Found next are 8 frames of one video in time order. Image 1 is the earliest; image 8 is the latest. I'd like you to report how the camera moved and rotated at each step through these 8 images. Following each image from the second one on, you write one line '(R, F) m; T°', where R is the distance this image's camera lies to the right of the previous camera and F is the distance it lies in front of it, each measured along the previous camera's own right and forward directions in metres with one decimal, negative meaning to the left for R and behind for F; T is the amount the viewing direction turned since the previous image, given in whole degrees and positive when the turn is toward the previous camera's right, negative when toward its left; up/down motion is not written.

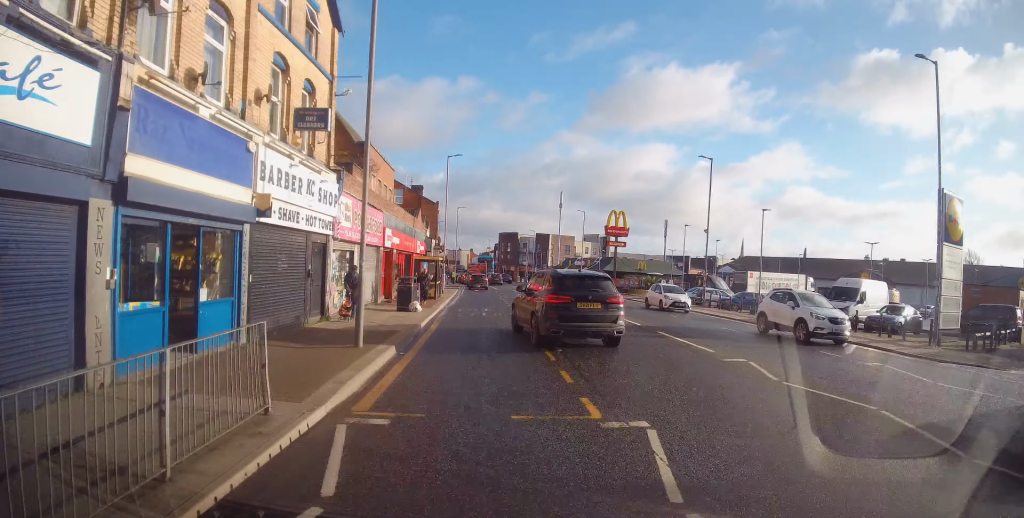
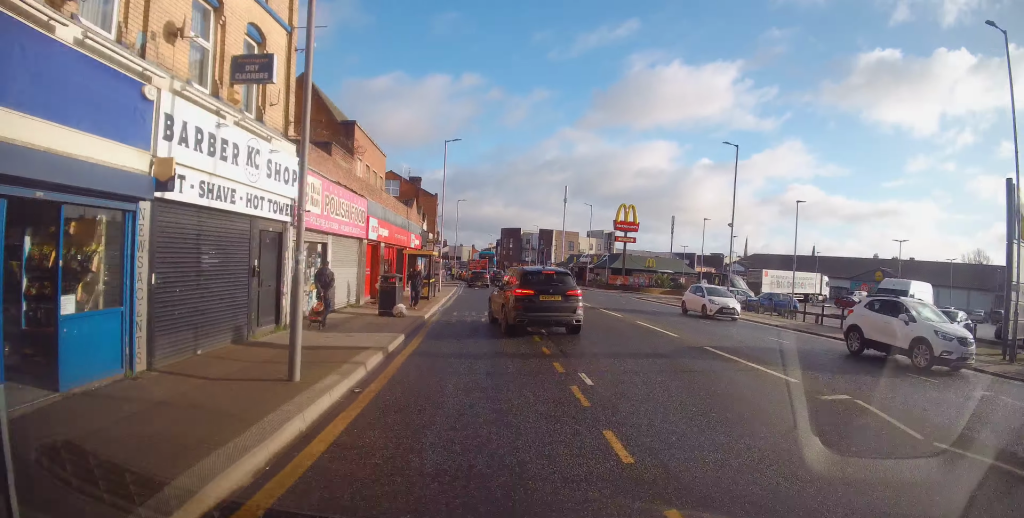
(0.0, +3.4) m; -3°
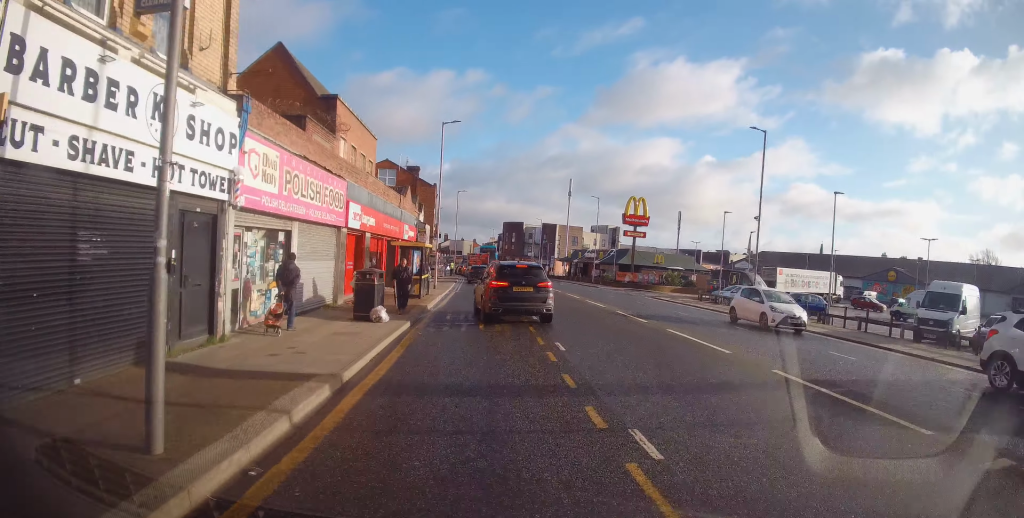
(-0.1, +3.2) m; -1°
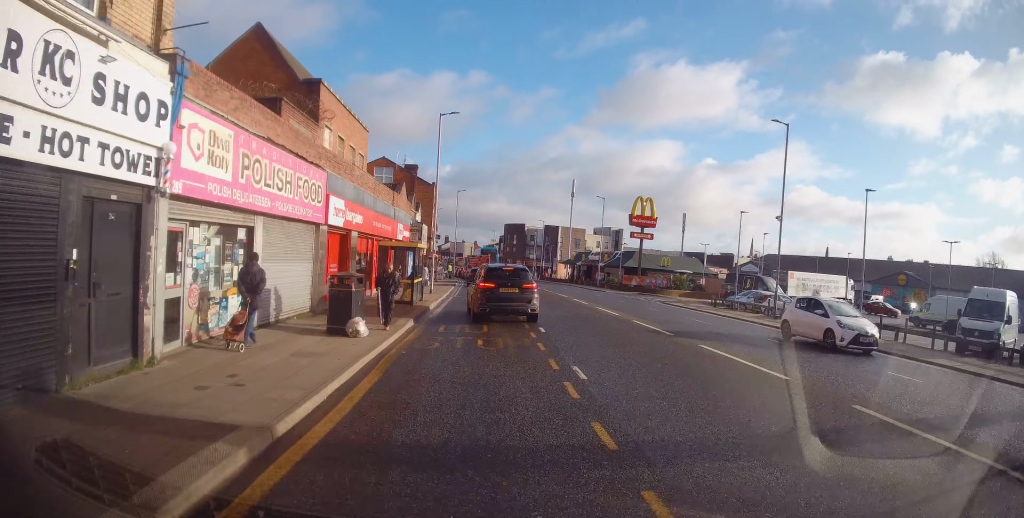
(-0.2, +2.5) m; 0°
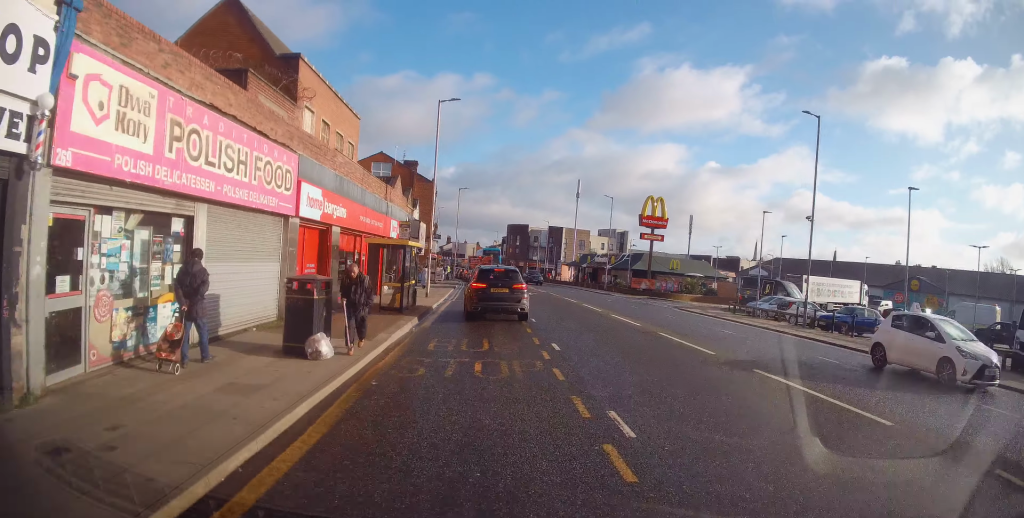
(-0.1, +2.8) m; 0°
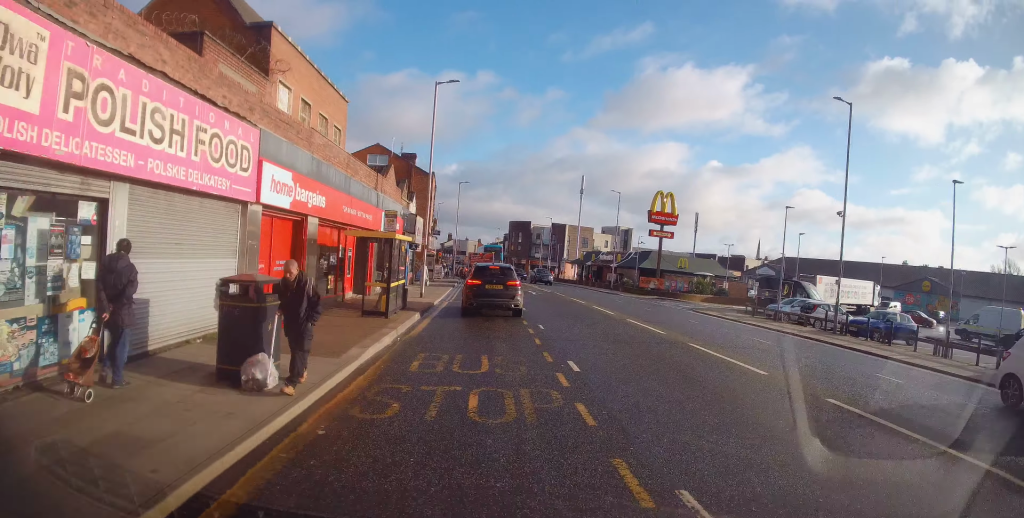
(+0.2, +2.5) m; 0°
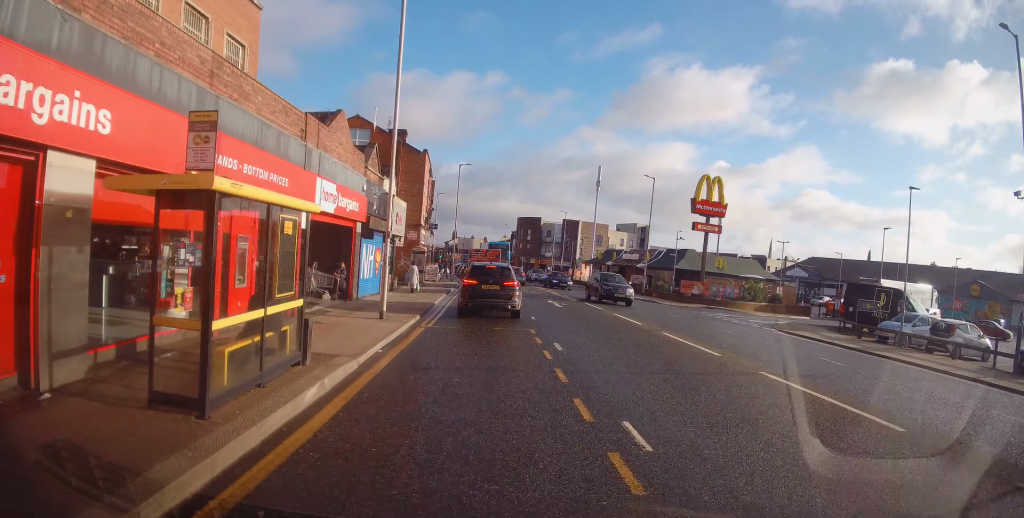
(-0.1, +9.9) m; +2°
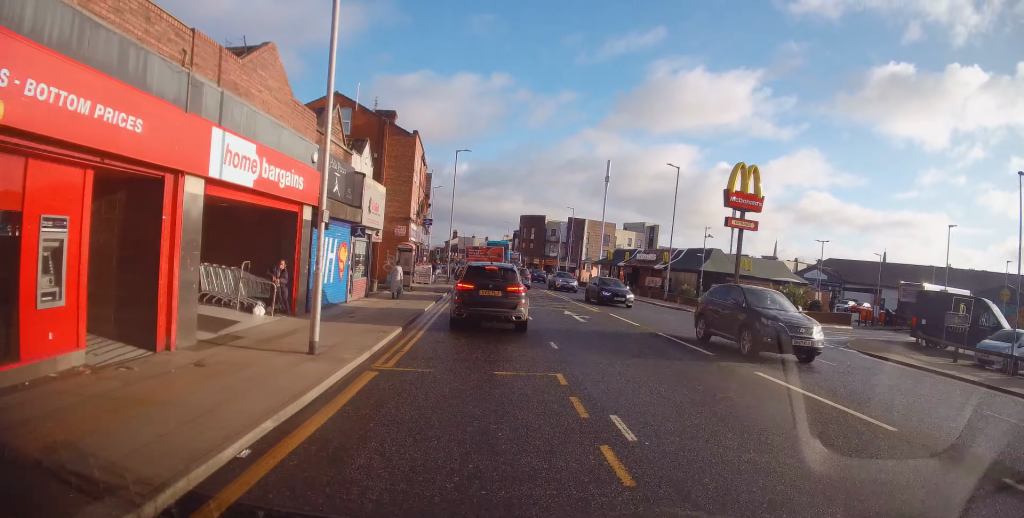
(+0.4, +5.9) m; -1°
